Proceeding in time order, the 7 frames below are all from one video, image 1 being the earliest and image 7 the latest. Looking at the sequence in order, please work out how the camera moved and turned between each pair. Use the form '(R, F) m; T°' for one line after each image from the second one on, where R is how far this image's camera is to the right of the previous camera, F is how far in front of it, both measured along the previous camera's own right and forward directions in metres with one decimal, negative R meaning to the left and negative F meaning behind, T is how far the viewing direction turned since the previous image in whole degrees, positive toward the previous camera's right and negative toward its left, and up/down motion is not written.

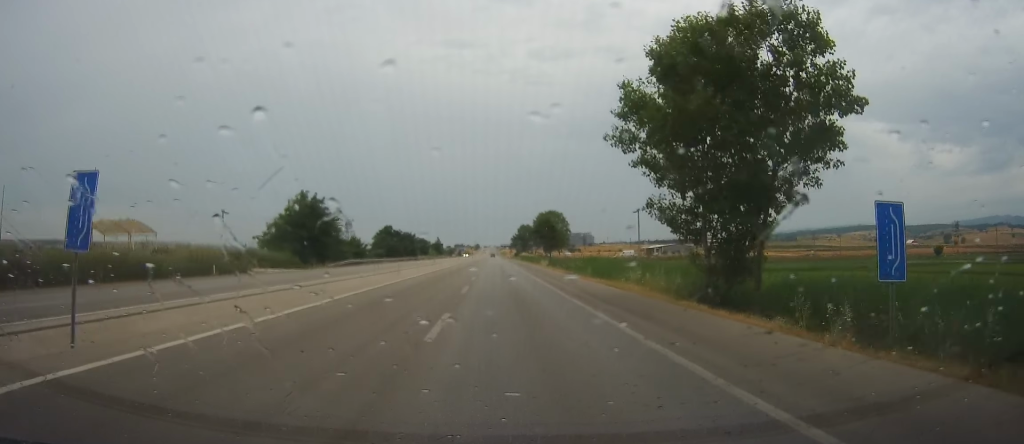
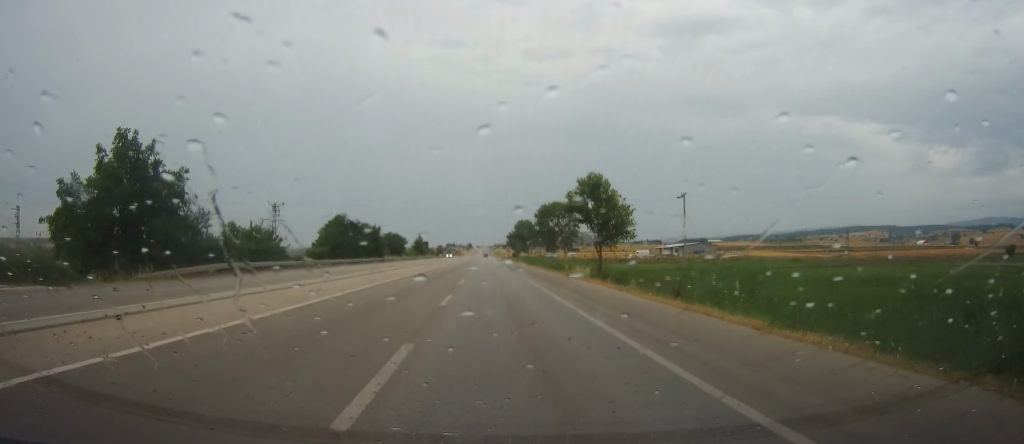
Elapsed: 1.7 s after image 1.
(-0.4, +41.5) m; 0°
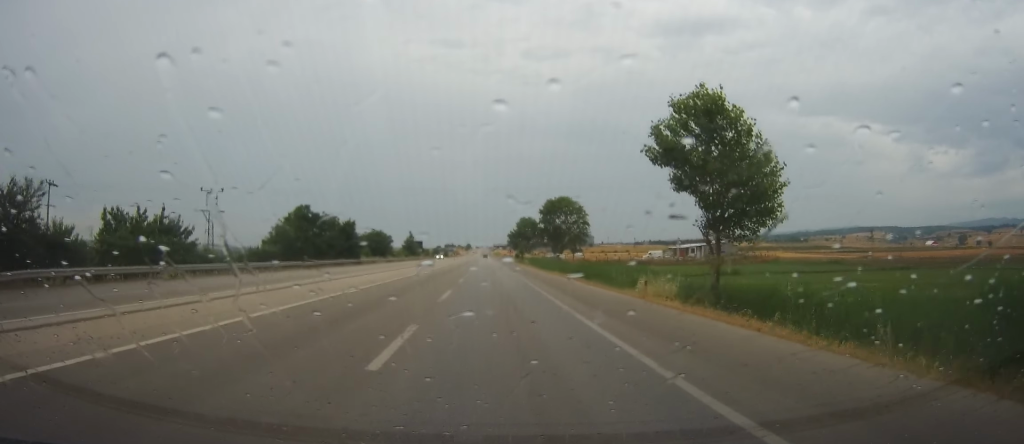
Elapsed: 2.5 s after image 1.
(0.0, +22.2) m; +1°
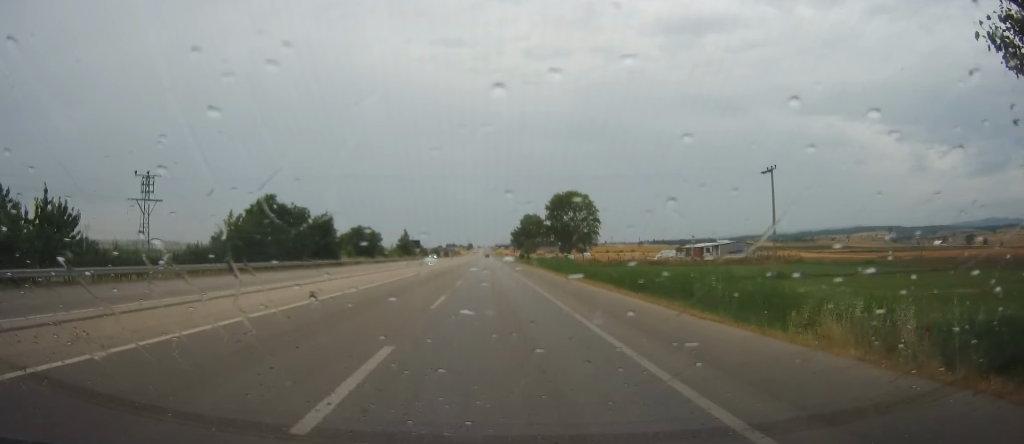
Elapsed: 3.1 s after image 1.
(+0.3, +15.0) m; 0°
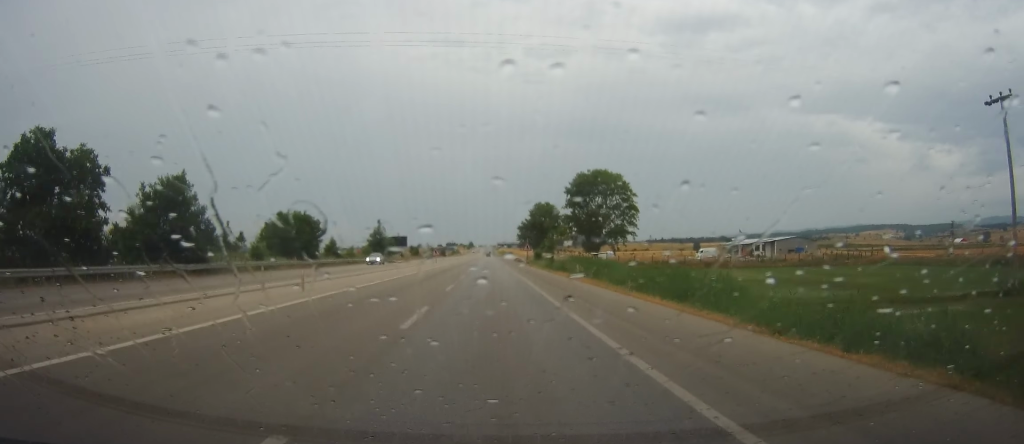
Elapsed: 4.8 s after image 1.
(-0.2, +41.7) m; 0°
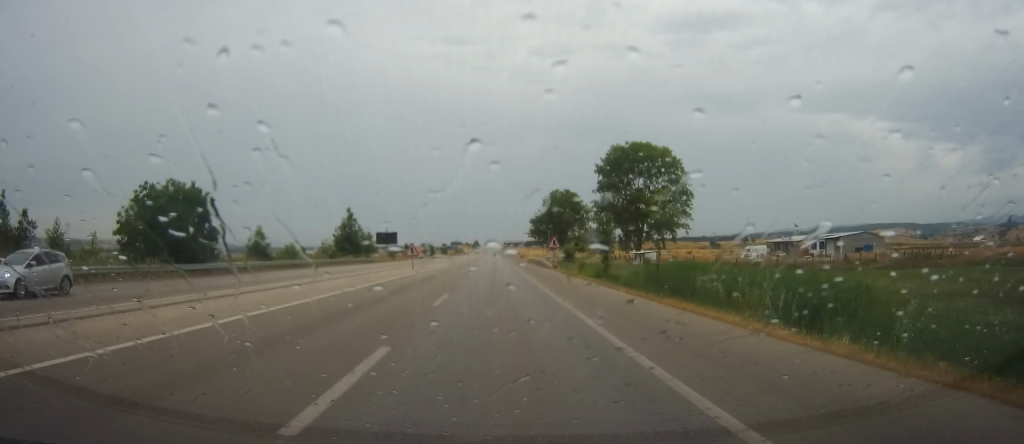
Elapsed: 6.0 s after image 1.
(0.0, +31.6) m; 0°
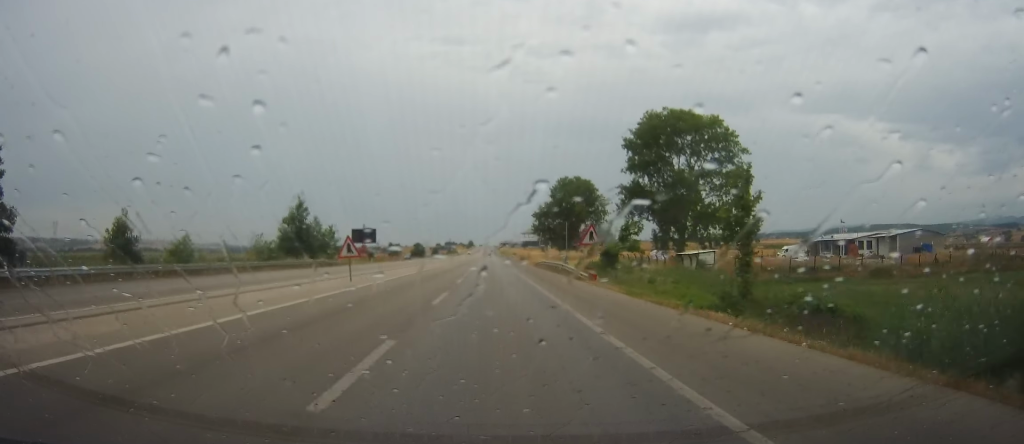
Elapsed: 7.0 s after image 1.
(0.0, +24.2) m; +1°
